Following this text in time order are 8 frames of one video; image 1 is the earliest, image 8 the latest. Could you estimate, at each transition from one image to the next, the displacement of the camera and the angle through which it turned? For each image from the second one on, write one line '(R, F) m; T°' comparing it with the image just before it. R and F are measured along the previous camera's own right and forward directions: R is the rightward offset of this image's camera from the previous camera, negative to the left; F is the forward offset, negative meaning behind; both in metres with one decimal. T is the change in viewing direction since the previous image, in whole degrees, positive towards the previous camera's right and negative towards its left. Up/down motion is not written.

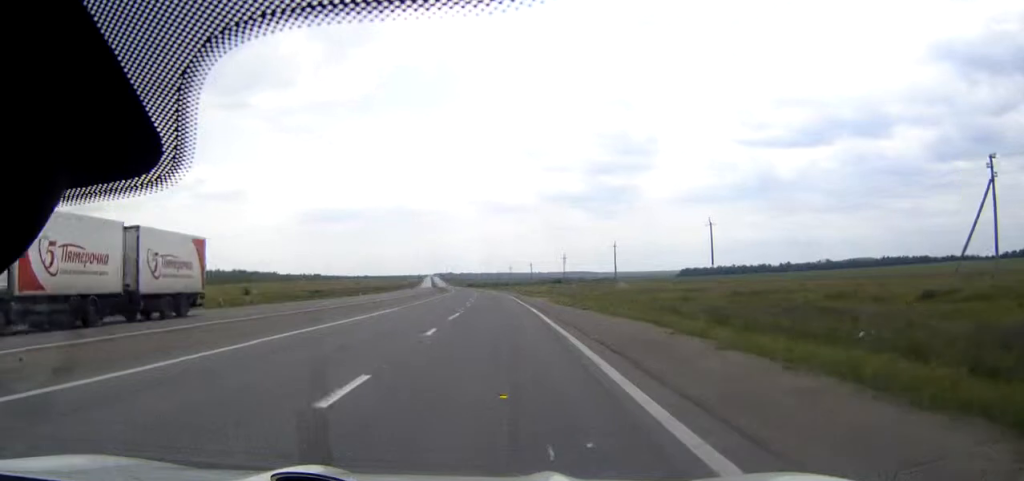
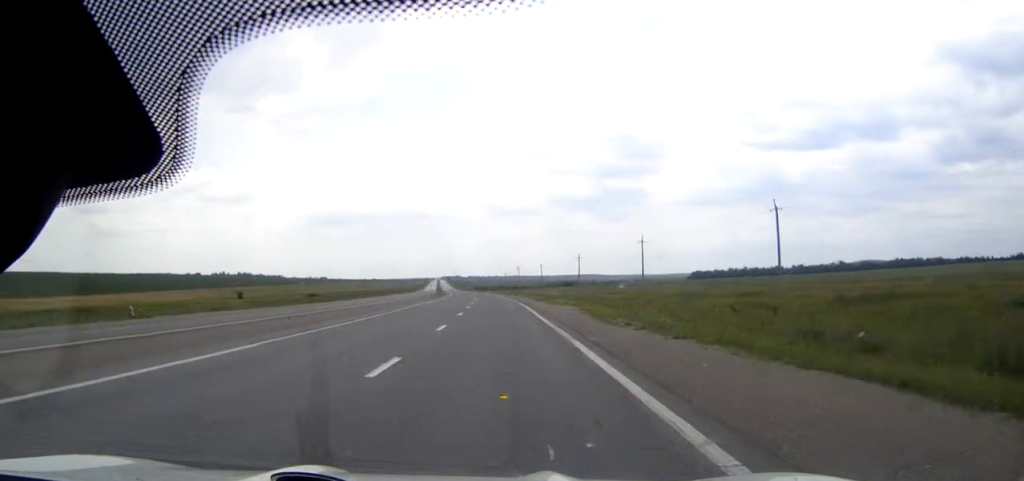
(-0.1, +21.0) m; -1°
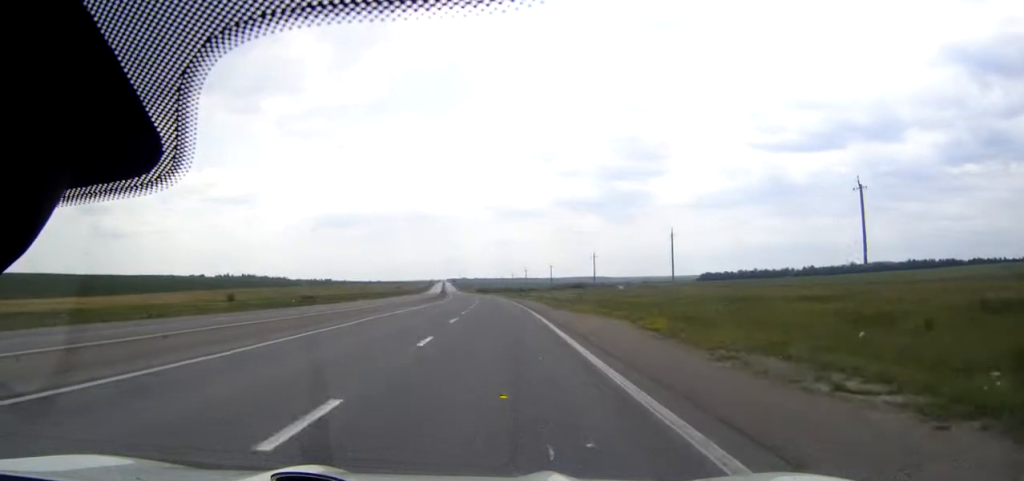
(-0.1, +17.2) m; -1°
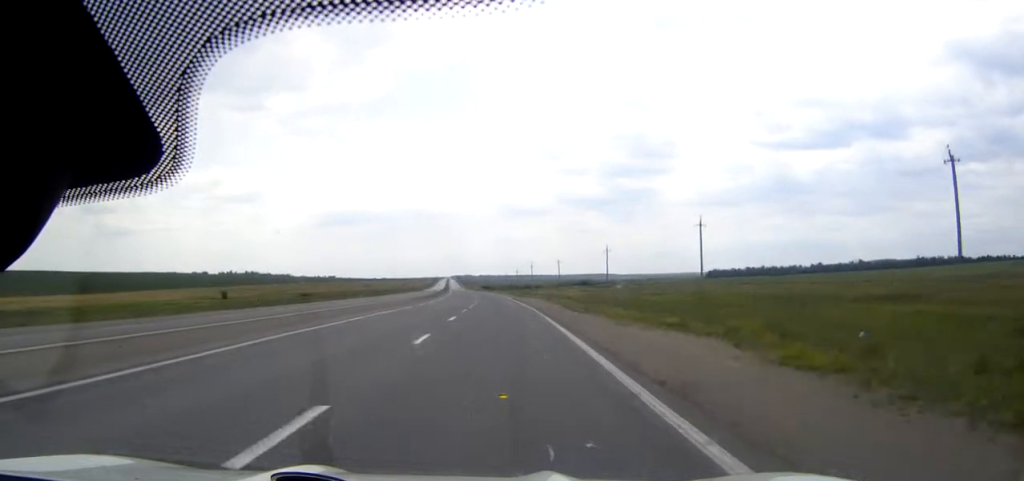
(0.0, +12.7) m; 0°
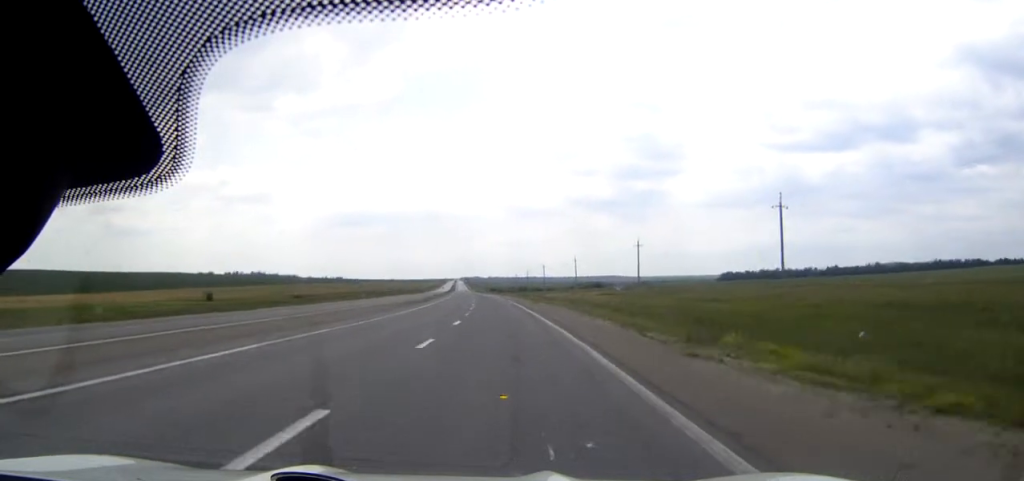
(-0.2, +24.1) m; -1°
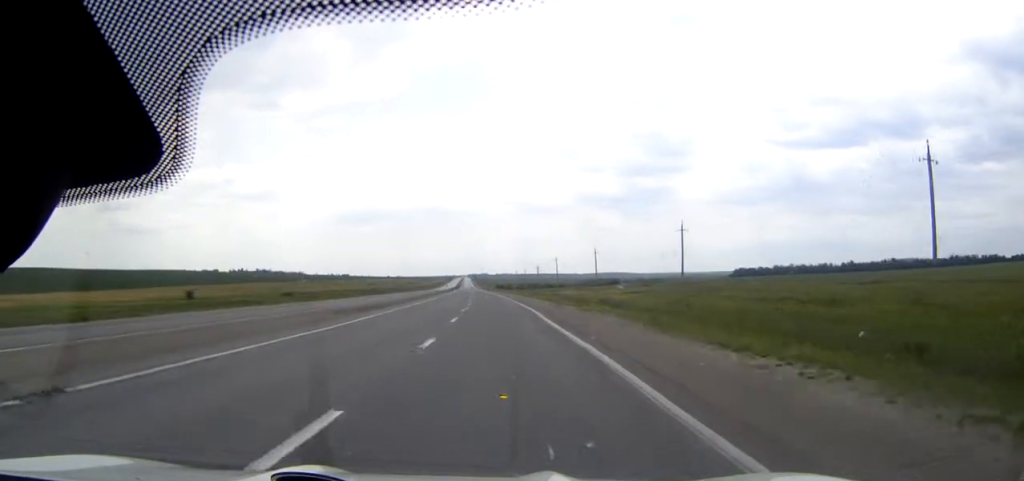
(-0.1, +24.1) m; -1°
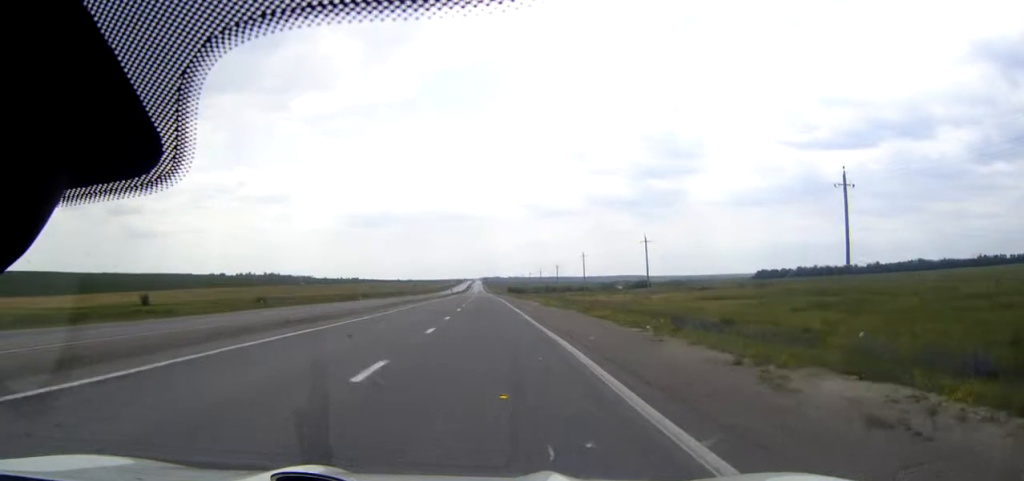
(-0.3, +42.2) m; -1°
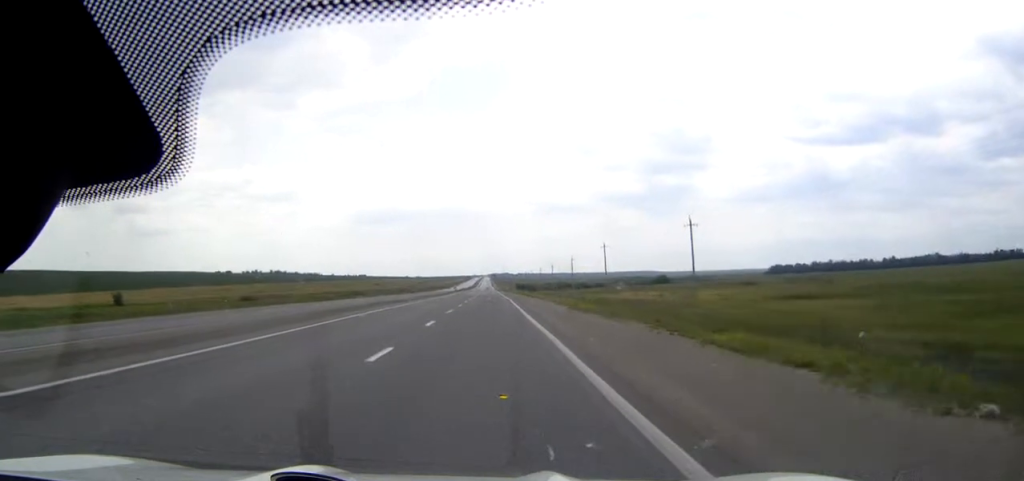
(-0.1, +21.1) m; -1°
